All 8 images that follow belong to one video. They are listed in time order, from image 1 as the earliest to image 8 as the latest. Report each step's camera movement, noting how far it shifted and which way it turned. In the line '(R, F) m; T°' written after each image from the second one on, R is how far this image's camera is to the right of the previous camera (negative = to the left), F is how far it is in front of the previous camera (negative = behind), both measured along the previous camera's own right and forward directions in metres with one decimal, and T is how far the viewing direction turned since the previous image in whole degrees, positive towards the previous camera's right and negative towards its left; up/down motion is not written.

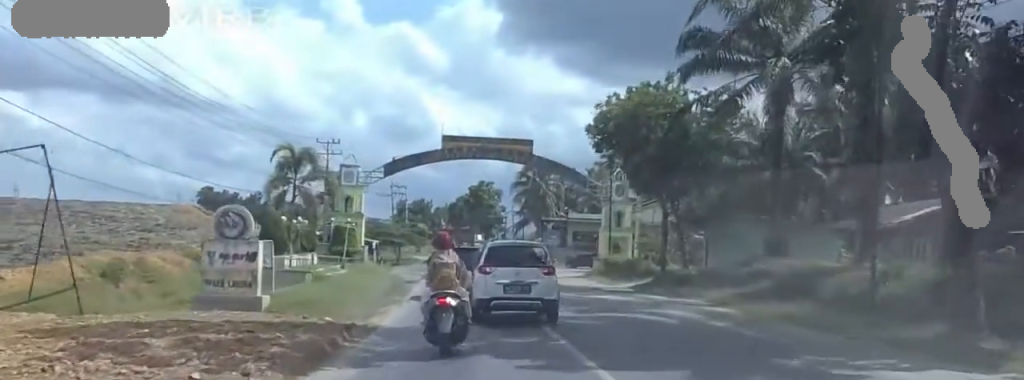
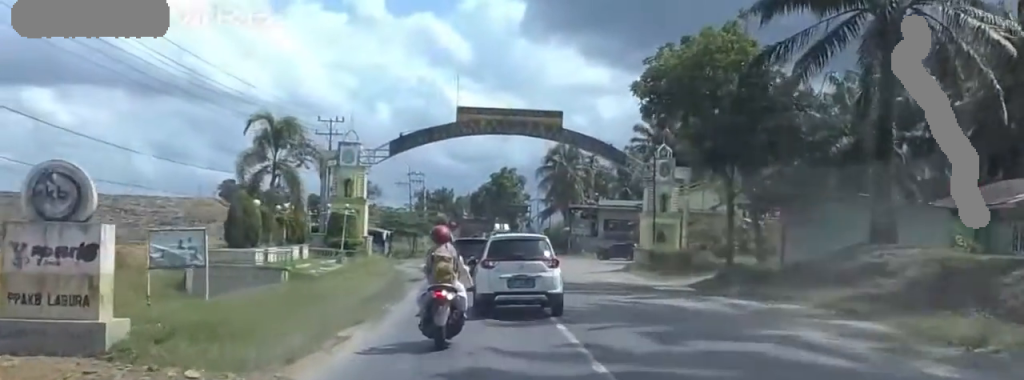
(0.0, +12.1) m; 0°
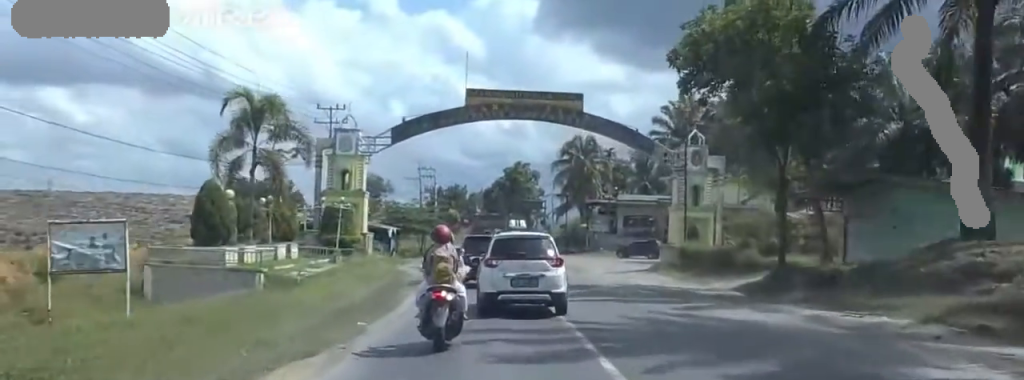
(0.0, +7.1) m; 0°
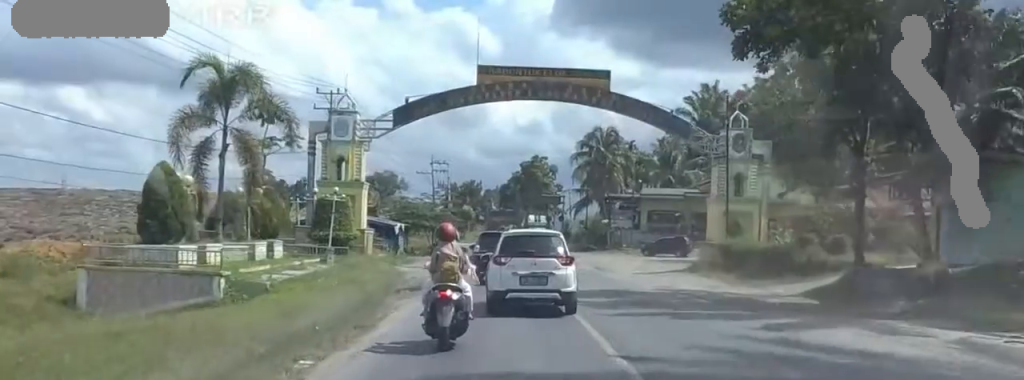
(0.0, +7.6) m; 0°
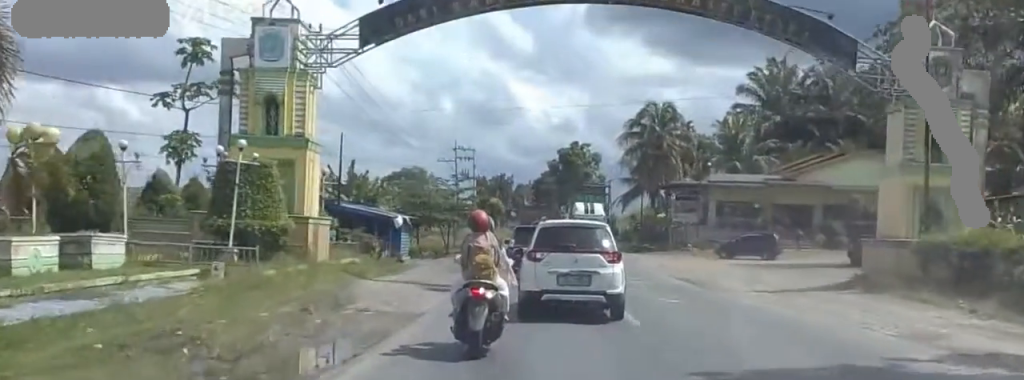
(+1.7, +23.2) m; +9°
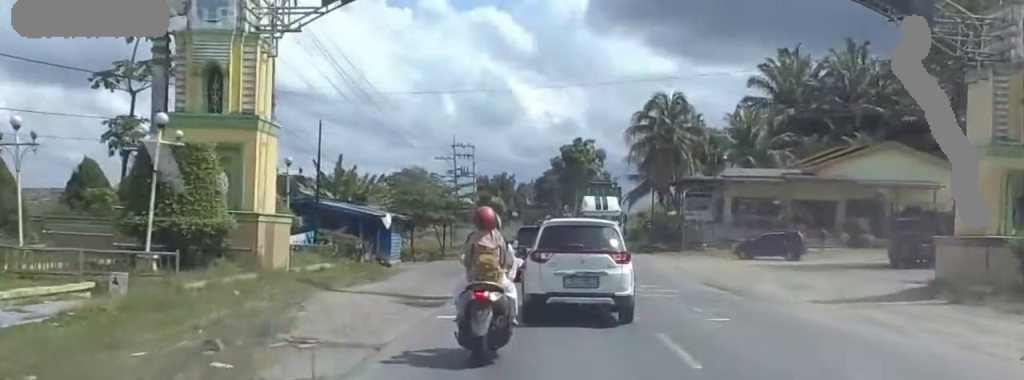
(+0.1, +7.1) m; +2°
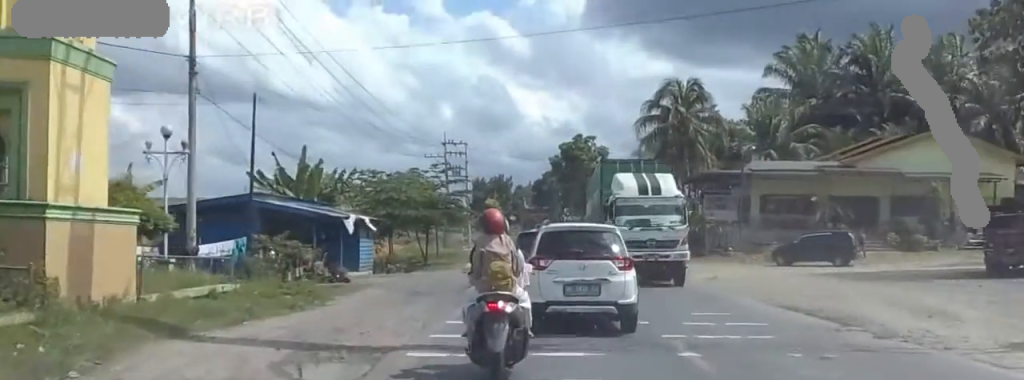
(+0.2, +14.5) m; +6°
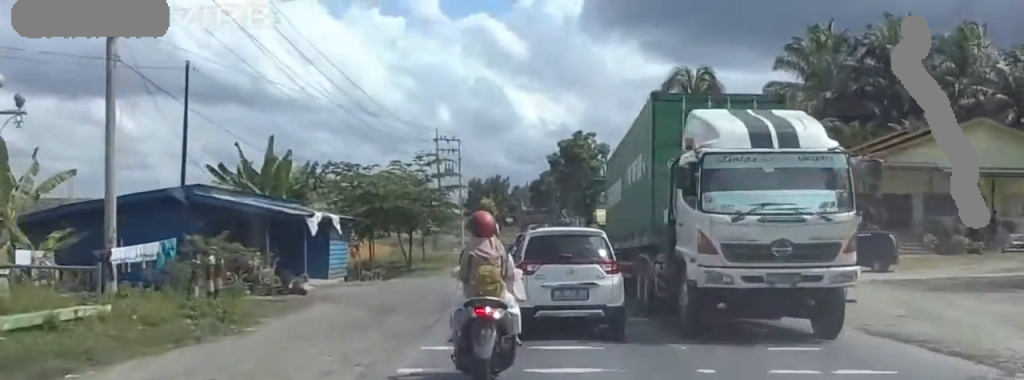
(+0.3, +10.0) m; +9°
